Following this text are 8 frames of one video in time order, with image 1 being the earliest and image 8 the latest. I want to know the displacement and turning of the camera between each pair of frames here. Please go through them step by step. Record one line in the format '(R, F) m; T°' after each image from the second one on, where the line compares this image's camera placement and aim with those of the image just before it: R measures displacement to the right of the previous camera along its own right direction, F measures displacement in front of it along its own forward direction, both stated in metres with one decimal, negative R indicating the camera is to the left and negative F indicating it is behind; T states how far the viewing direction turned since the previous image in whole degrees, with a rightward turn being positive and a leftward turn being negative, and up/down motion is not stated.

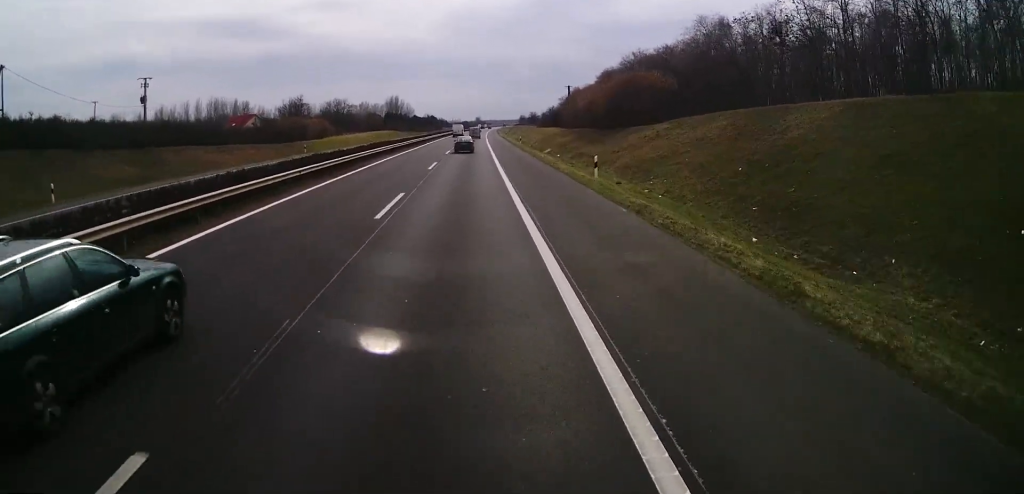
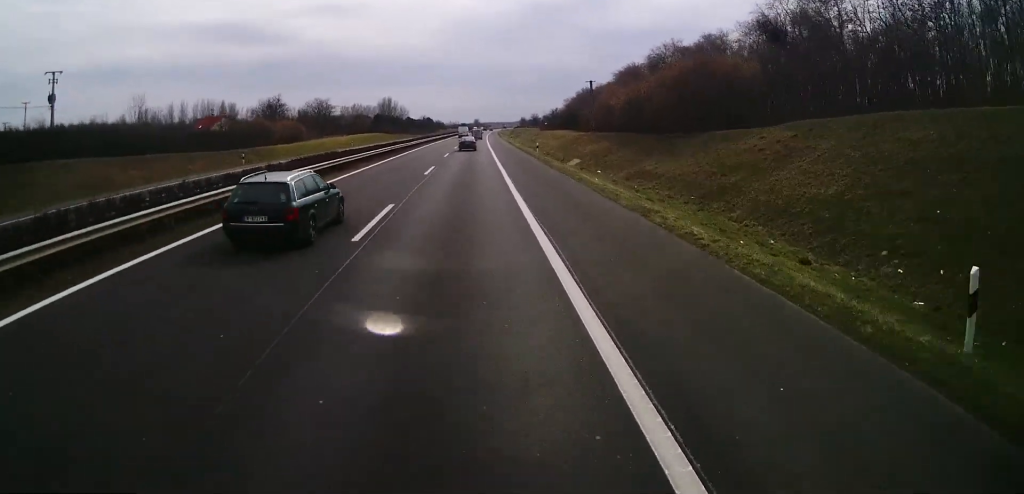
(-0.1, +21.7) m; 0°
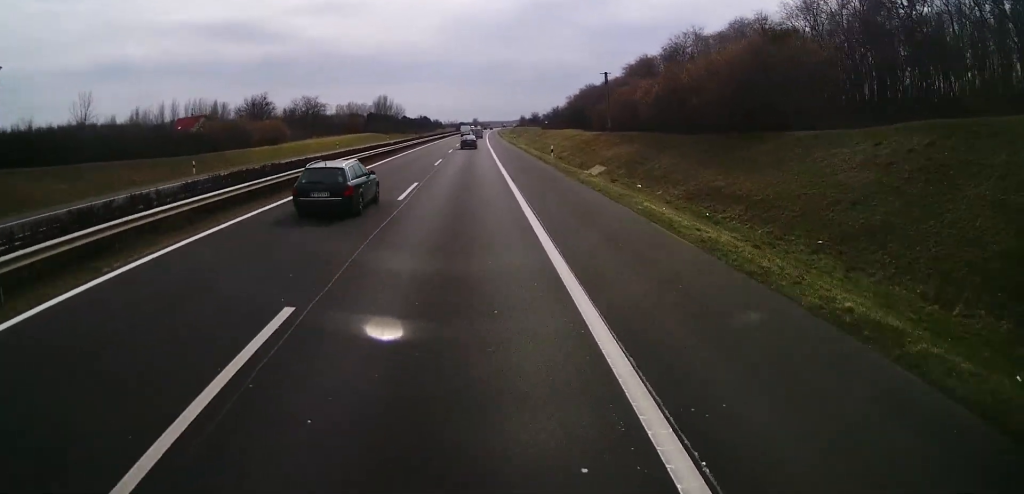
(-0.1, +10.9) m; 0°
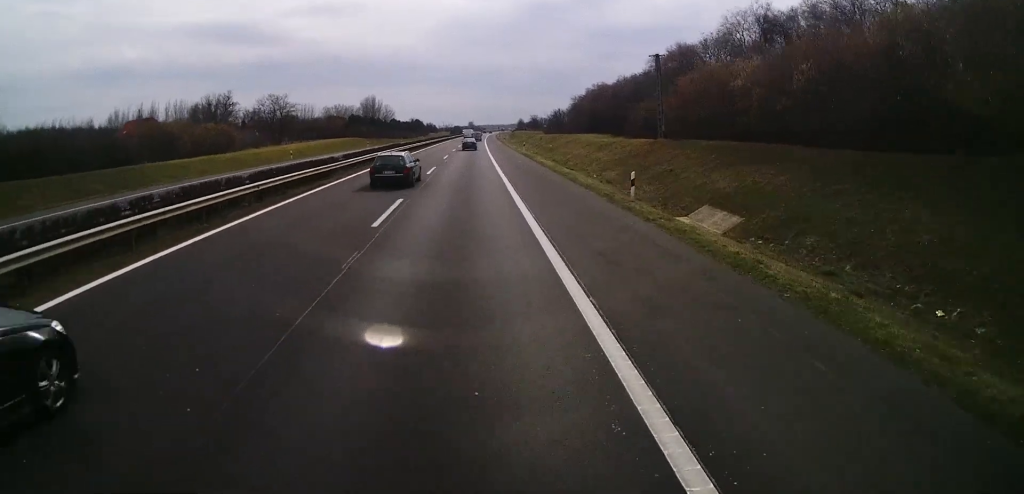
(+0.4, +23.2) m; +1°
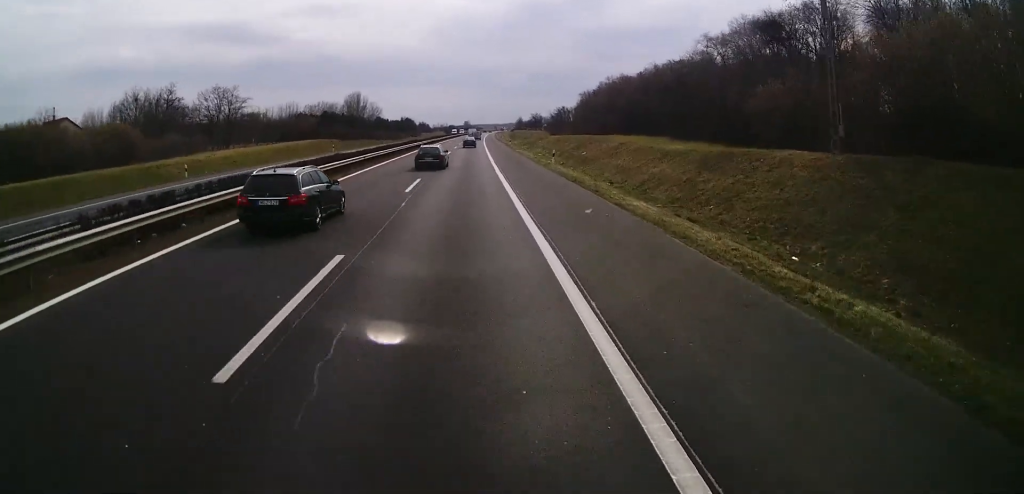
(-0.2, +27.8) m; -1°
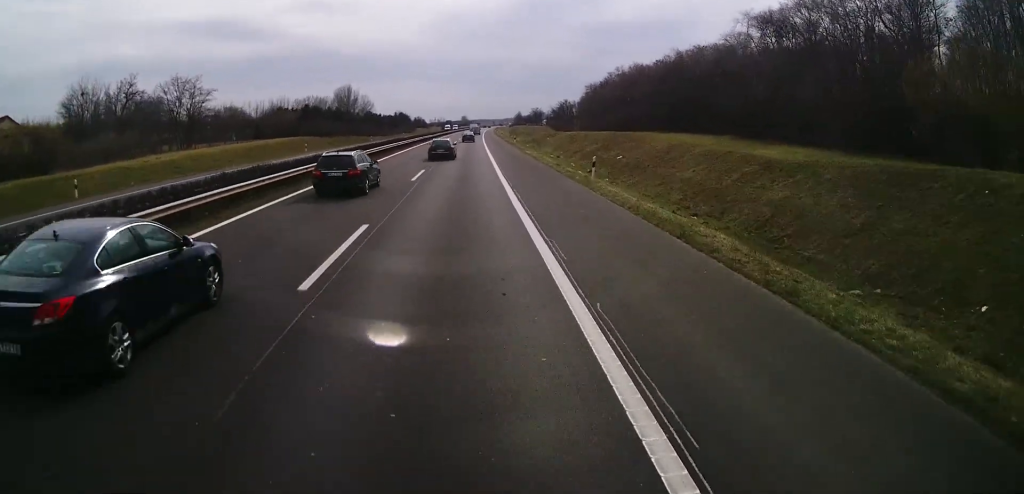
(-0.3, +14.6) m; +1°
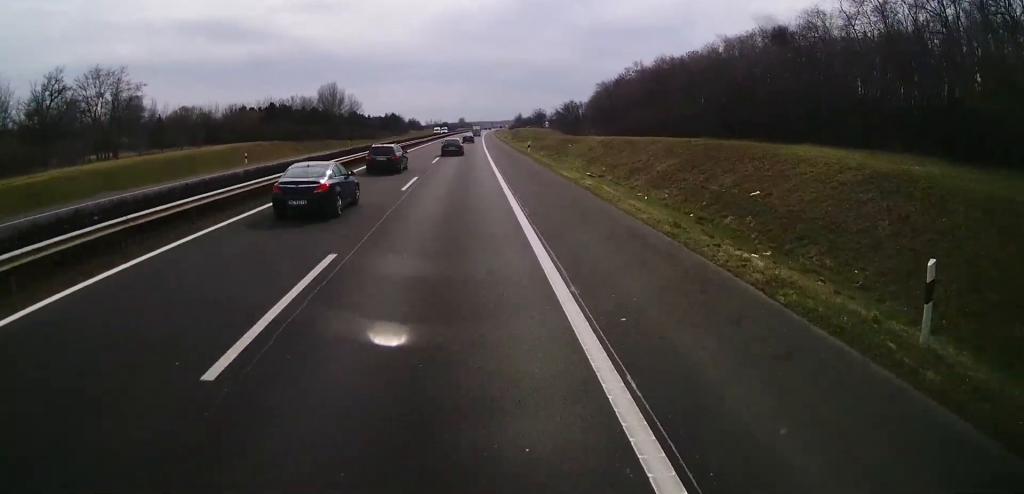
(+0.5, +21.5) m; +1°
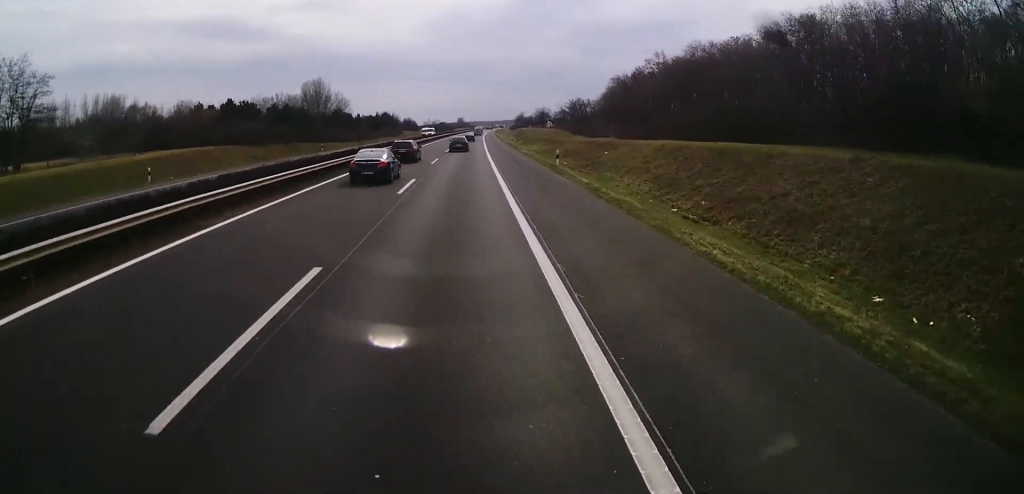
(-0.1, +19.1) m; 0°
